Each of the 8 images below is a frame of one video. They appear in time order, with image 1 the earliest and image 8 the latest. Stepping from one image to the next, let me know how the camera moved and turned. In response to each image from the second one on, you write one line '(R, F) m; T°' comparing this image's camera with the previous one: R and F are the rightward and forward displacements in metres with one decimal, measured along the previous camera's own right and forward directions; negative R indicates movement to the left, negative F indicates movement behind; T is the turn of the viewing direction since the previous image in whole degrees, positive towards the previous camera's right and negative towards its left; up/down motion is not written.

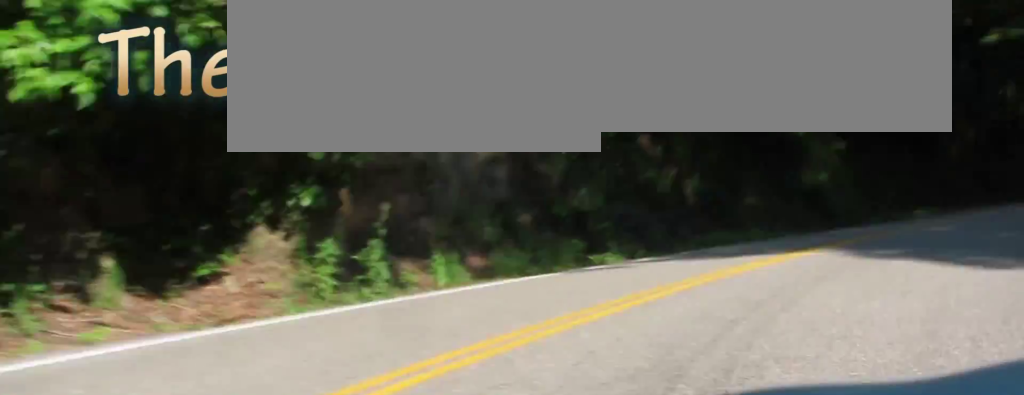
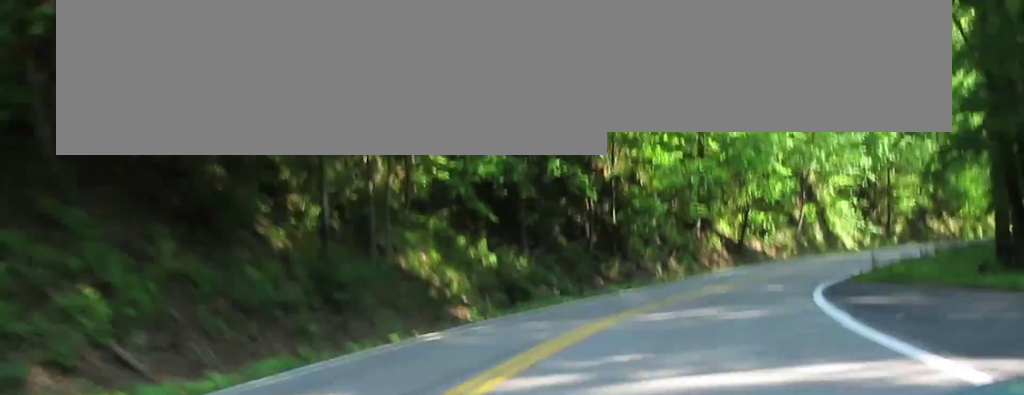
(+13.4, +19.6) m; +42°
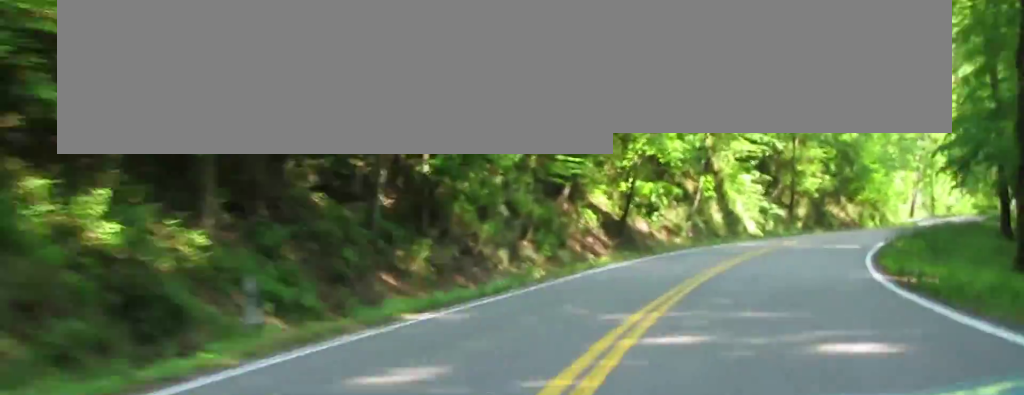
(+1.3, +26.0) m; +2°
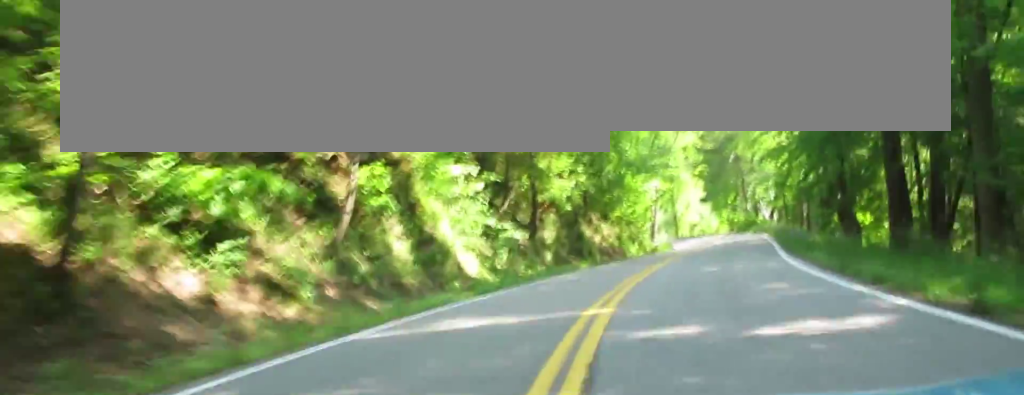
(+0.5, +37.2) m; +5°
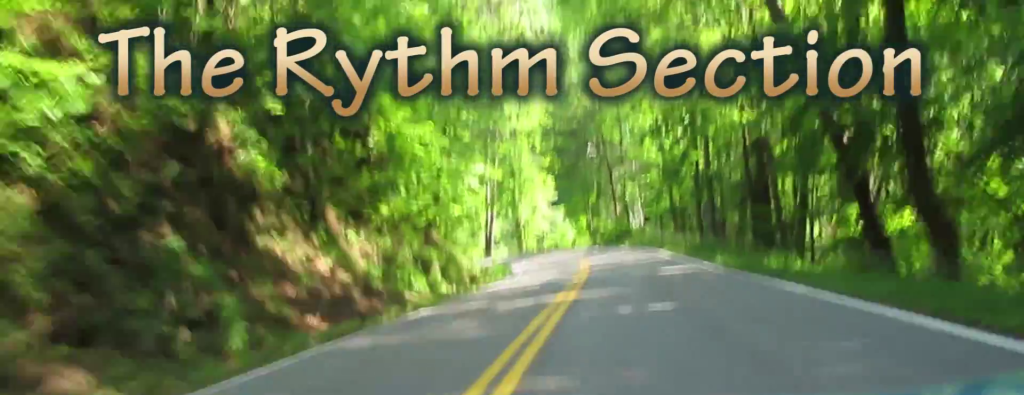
(+4.6, +41.5) m; +9°
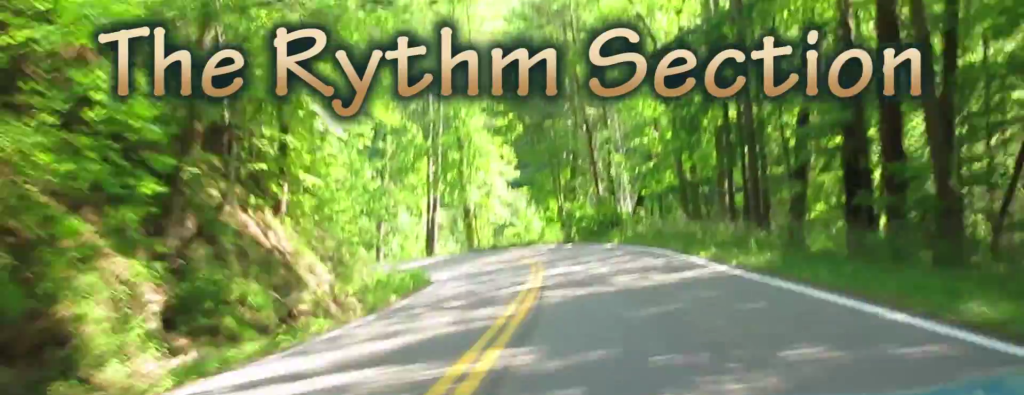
(+0.1, +26.2) m; -4°
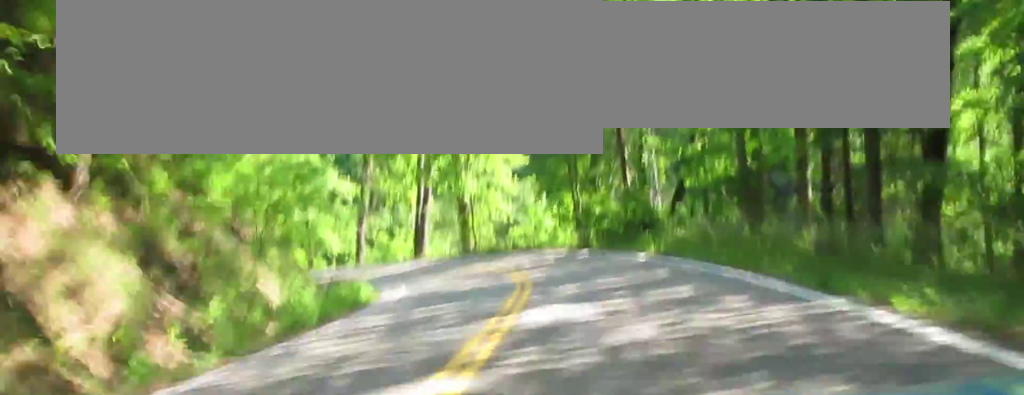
(-0.7, +11.0) m; -5°
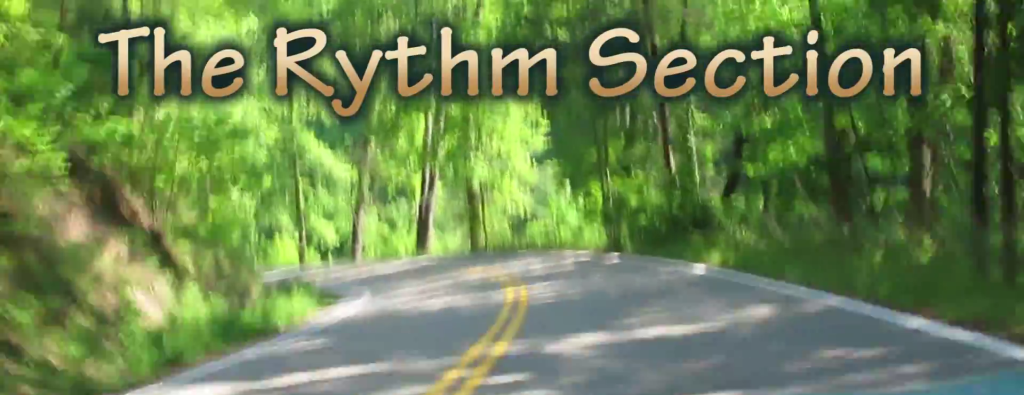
(-0.3, +7.3) m; -4°
